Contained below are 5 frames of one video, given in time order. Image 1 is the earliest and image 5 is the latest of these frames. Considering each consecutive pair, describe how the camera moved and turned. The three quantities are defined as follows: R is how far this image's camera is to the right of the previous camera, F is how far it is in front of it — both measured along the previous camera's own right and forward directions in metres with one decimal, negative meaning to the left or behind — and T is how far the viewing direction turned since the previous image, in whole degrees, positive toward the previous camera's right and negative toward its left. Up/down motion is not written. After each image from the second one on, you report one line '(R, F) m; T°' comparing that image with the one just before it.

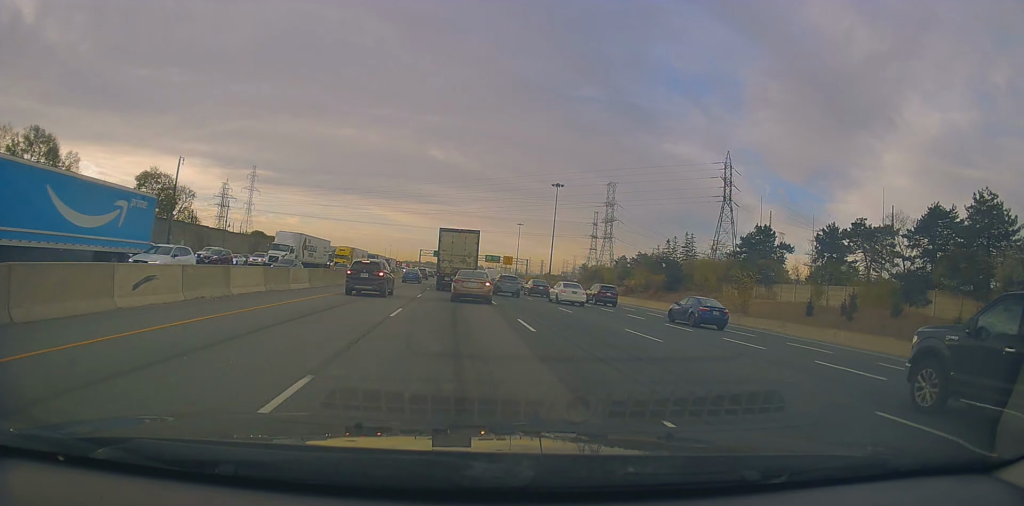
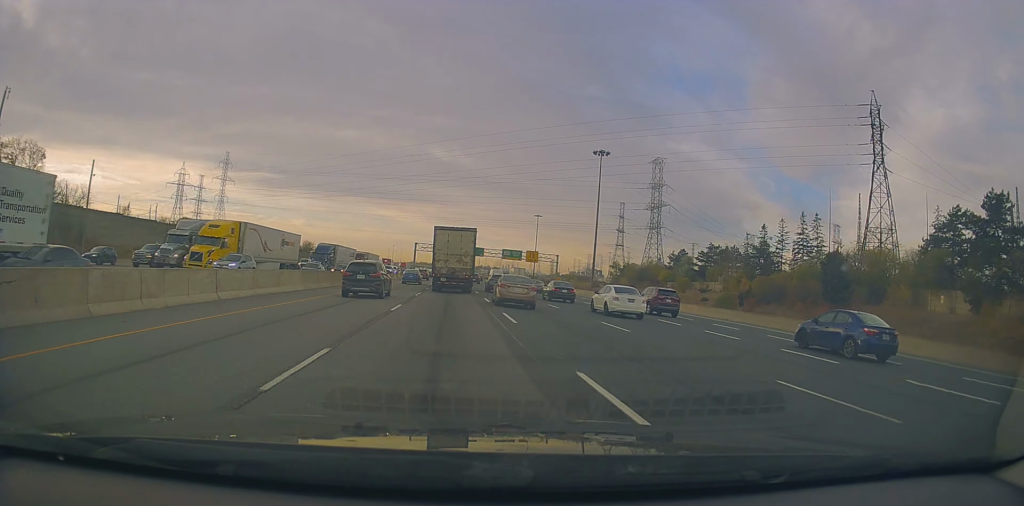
(+0.1, +45.2) m; 0°
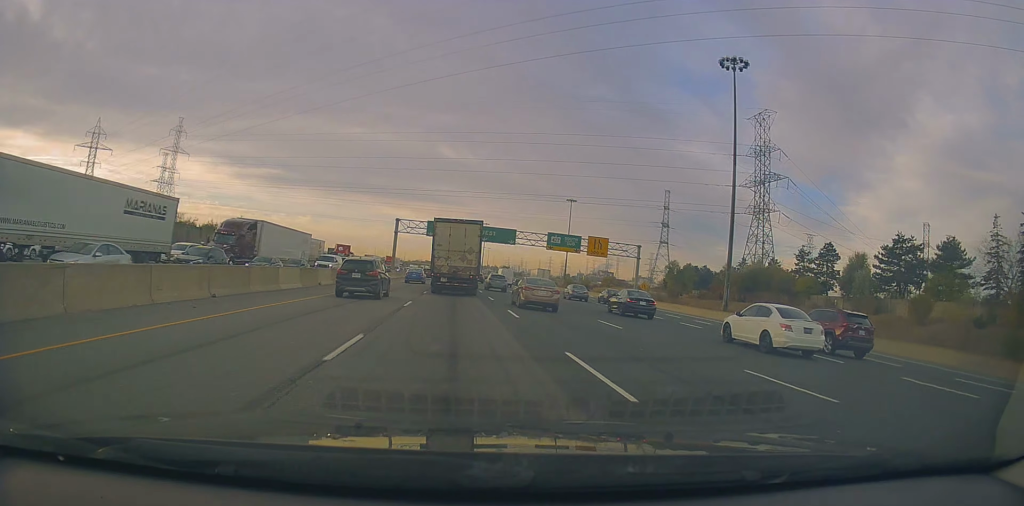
(-0.3, +55.8) m; +1°
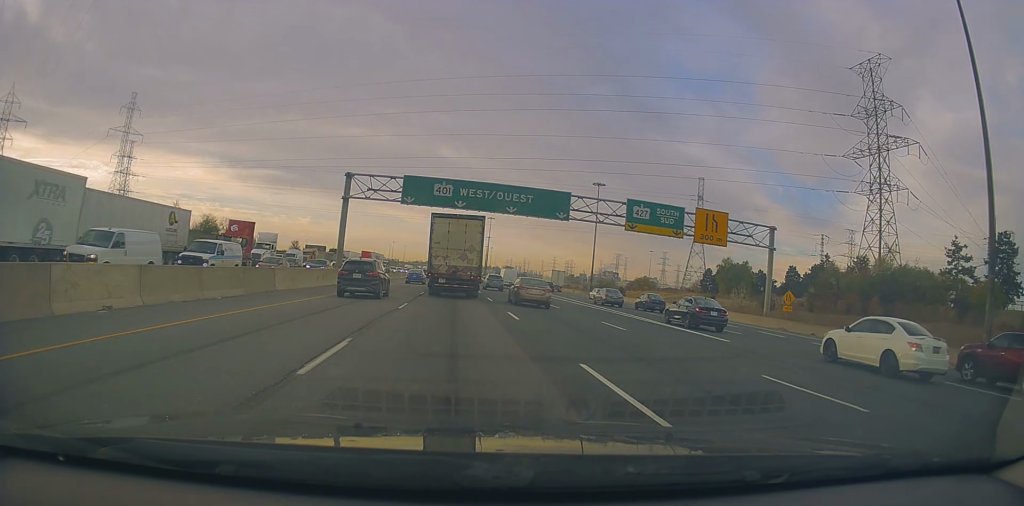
(-0.2, +37.5) m; -2°
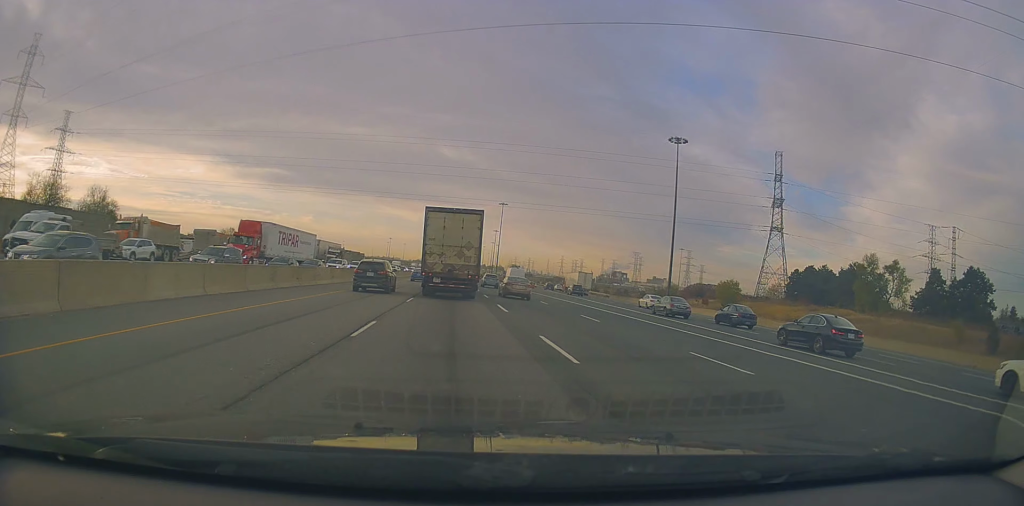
(-0.5, +57.4) m; 0°
